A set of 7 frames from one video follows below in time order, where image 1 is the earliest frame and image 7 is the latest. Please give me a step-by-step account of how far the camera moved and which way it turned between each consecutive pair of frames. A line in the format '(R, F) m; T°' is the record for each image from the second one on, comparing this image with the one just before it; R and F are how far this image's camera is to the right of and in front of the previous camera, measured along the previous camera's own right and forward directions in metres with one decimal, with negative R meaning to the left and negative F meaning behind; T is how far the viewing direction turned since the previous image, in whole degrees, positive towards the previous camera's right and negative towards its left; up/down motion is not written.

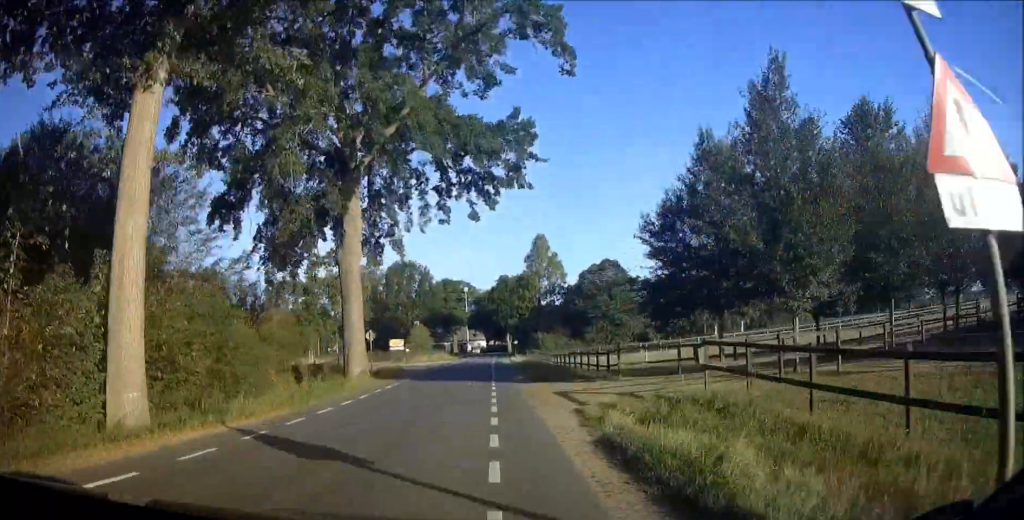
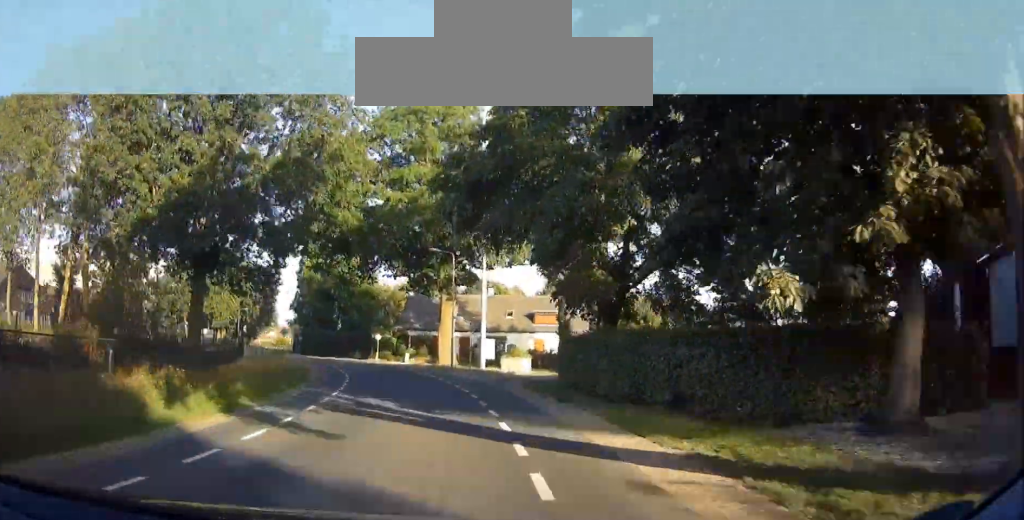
(-4.1, +109.1) m; -16°
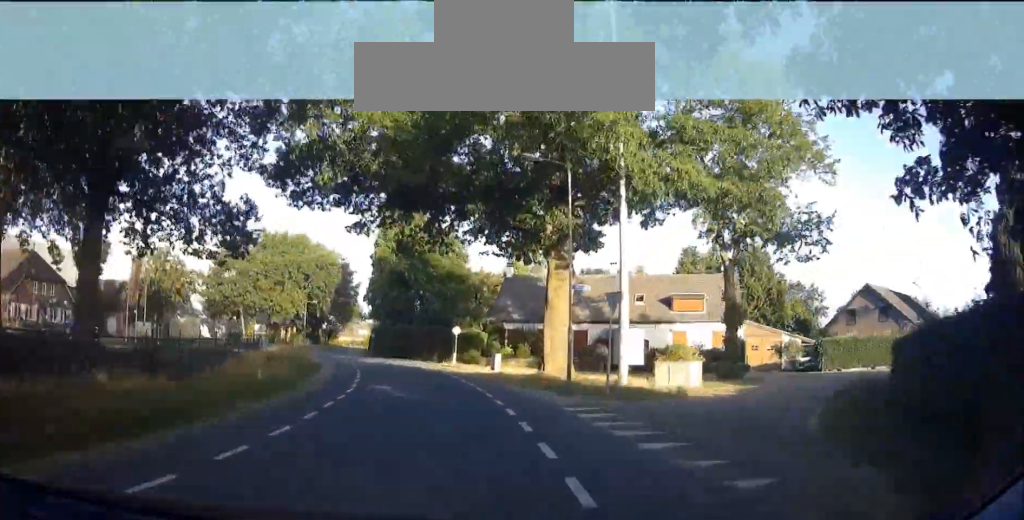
(-2.5, +16.5) m; -4°
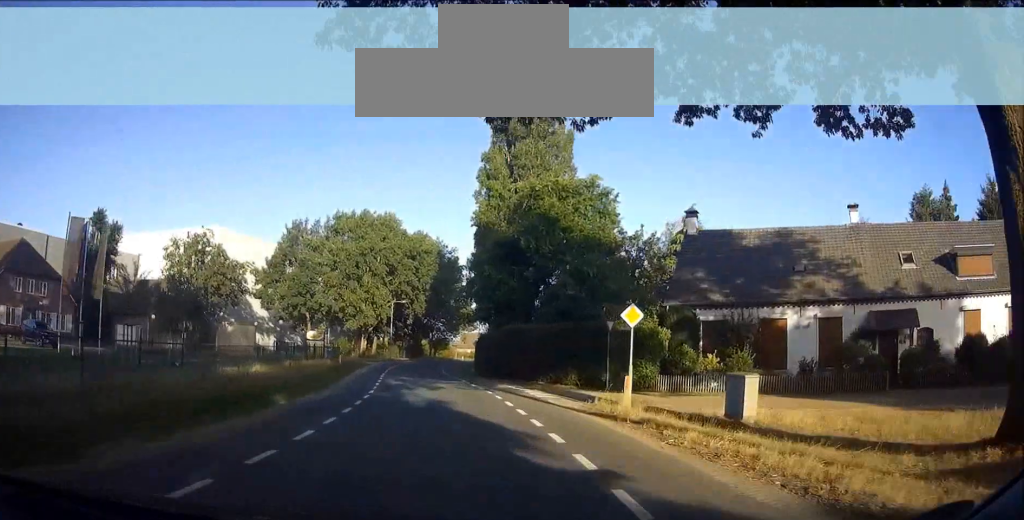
(-2.0, +22.6) m; -5°
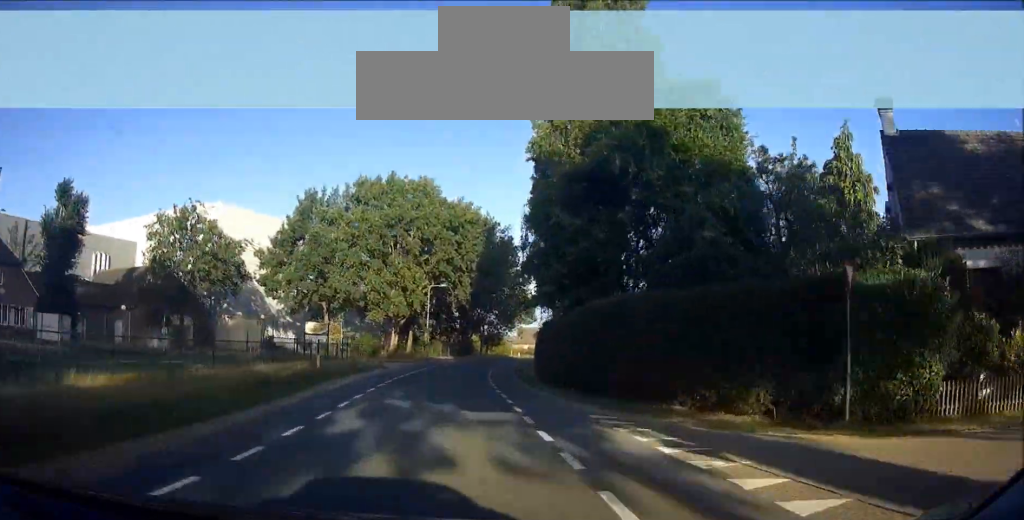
(0.0, +14.6) m; 0°
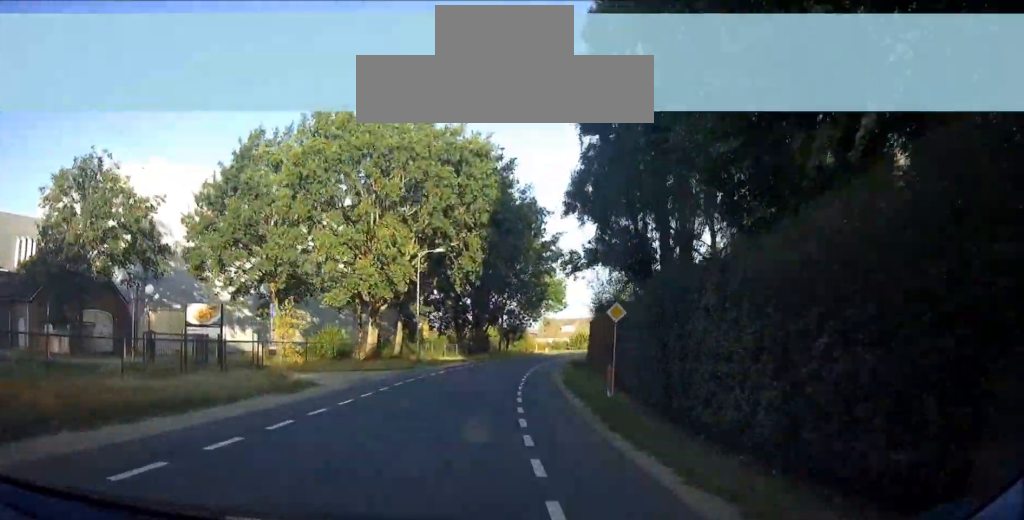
(0.0, +18.2) m; 0°
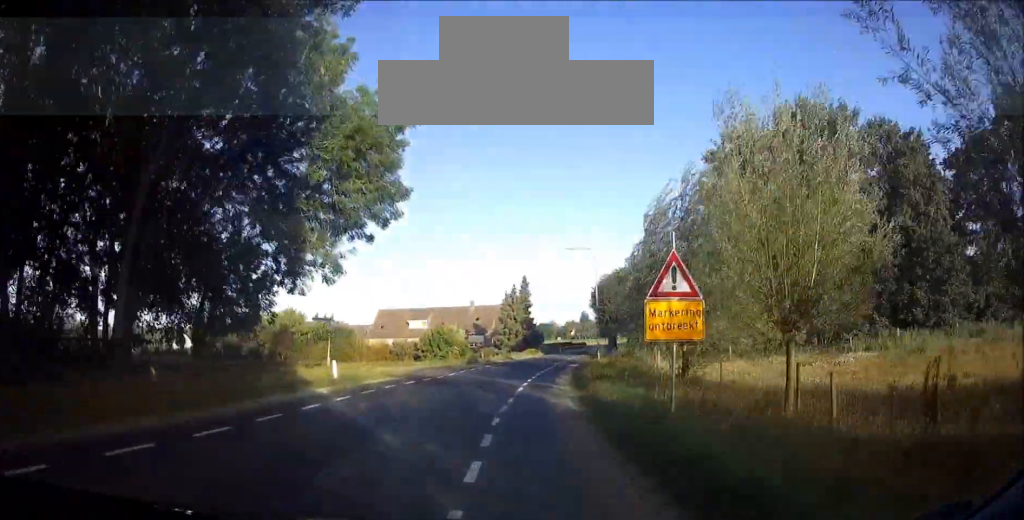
(+3.5, +55.0) m; +10°
